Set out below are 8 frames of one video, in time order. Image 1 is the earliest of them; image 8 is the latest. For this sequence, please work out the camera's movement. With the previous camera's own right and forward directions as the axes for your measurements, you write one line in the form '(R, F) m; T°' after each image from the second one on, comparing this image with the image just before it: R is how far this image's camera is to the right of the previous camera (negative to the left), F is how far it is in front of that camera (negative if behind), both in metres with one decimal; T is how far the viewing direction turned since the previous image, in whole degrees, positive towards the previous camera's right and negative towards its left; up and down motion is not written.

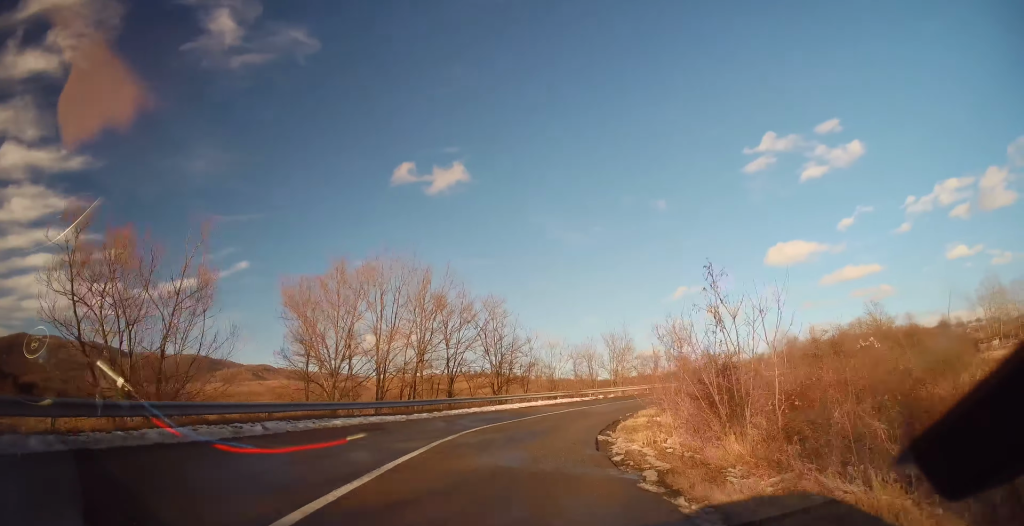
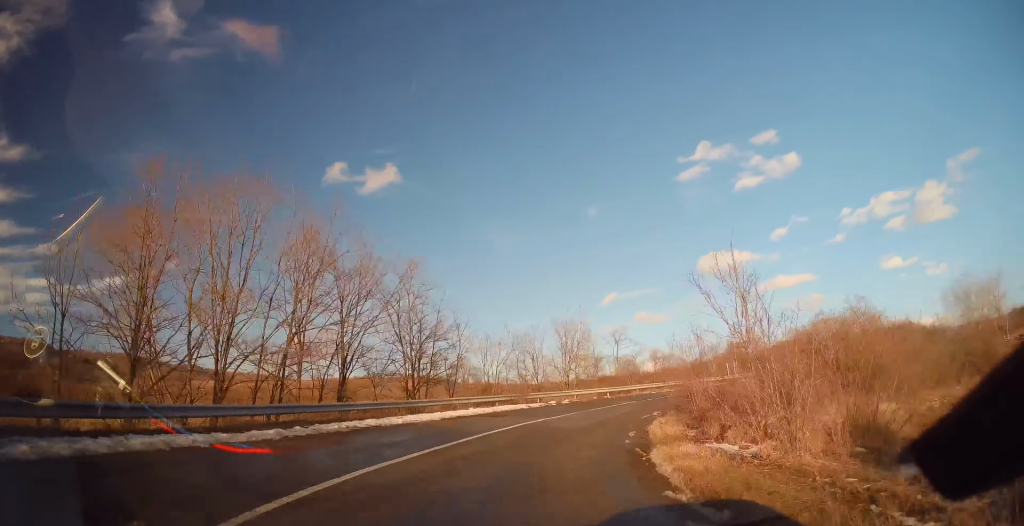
(+1.3, +10.6) m; +10°
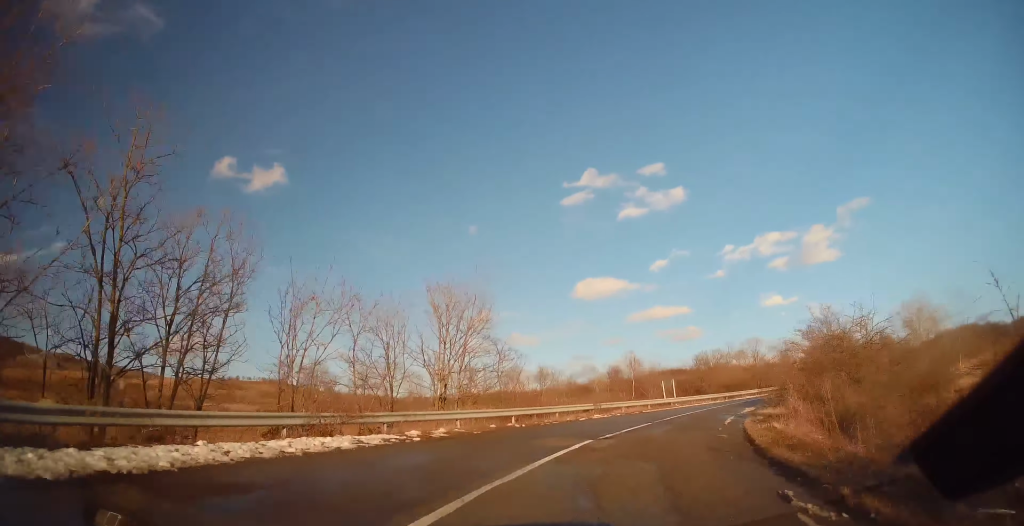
(+1.8, +16.4) m; +17°
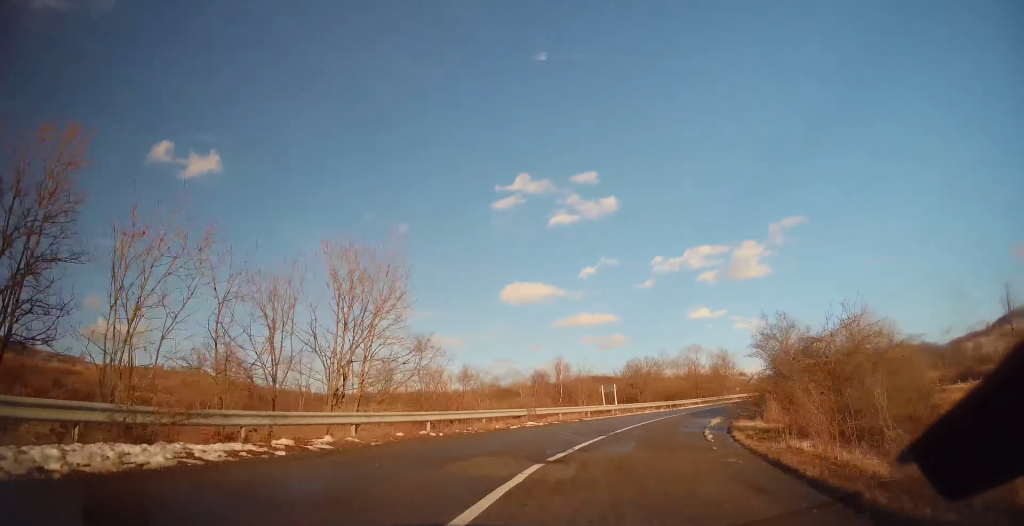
(+0.7, +4.8) m; +7°
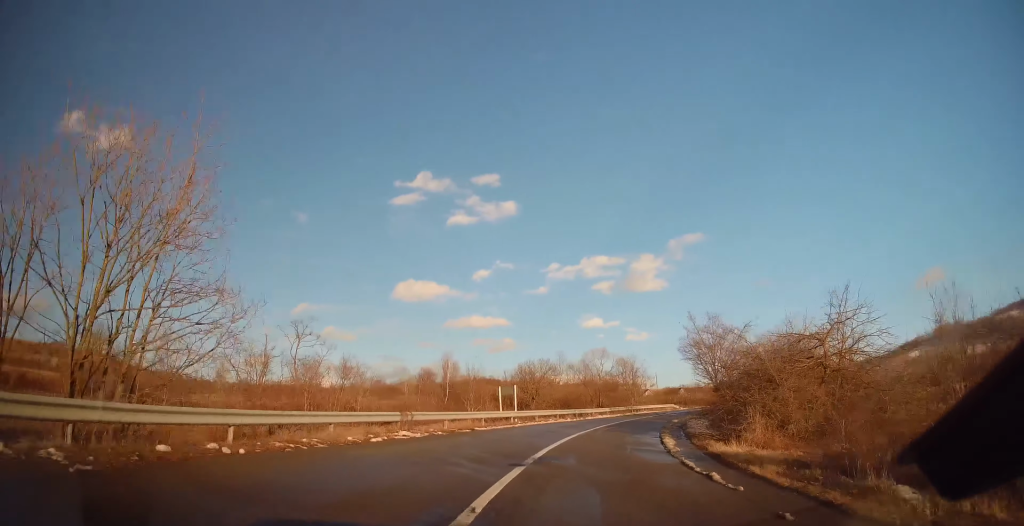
(+0.4, +7.2) m; +10°
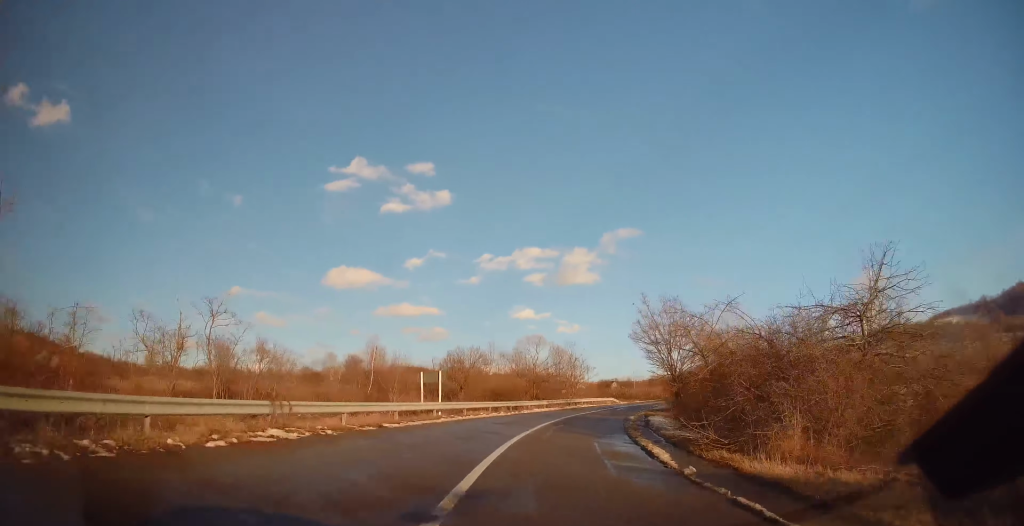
(+0.7, +5.4) m; +6°
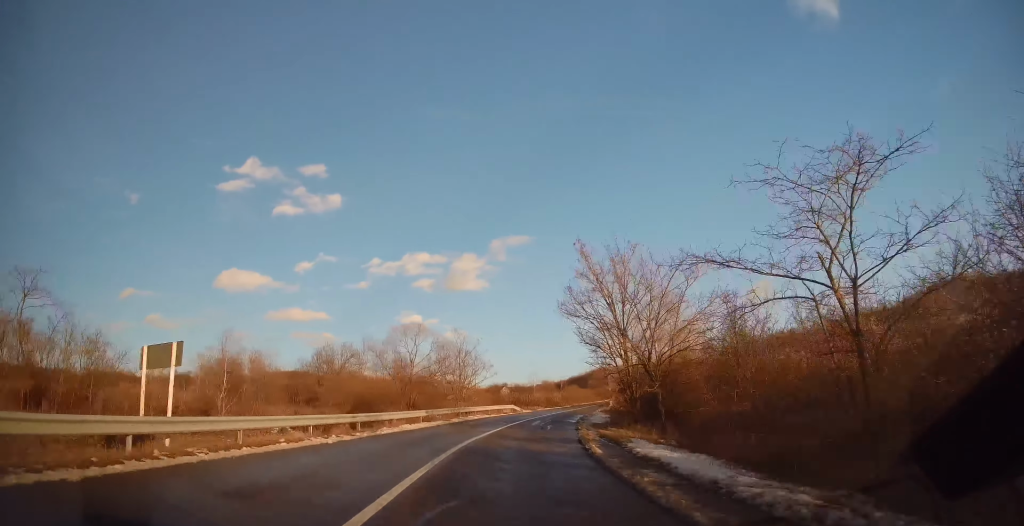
(+2.0, +14.3) m; +11°
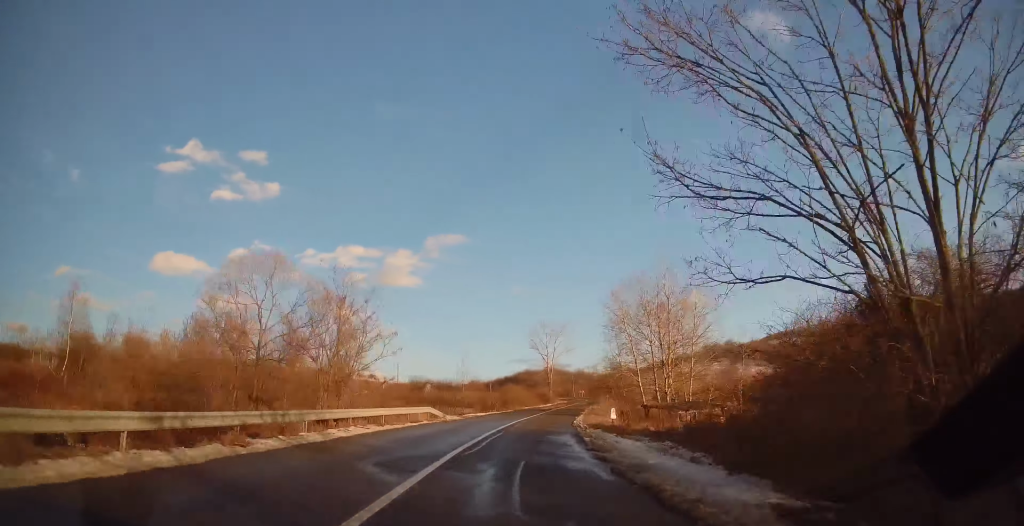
(+0.9, +19.3) m; +5°
